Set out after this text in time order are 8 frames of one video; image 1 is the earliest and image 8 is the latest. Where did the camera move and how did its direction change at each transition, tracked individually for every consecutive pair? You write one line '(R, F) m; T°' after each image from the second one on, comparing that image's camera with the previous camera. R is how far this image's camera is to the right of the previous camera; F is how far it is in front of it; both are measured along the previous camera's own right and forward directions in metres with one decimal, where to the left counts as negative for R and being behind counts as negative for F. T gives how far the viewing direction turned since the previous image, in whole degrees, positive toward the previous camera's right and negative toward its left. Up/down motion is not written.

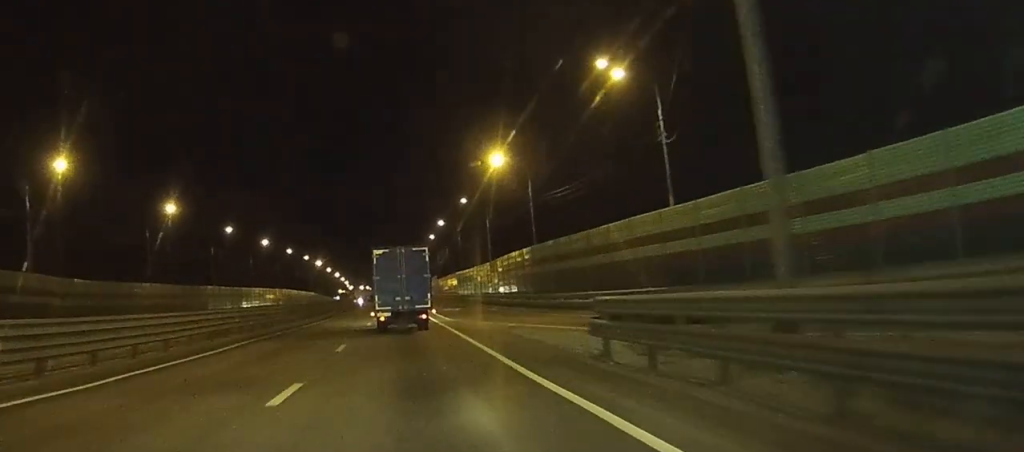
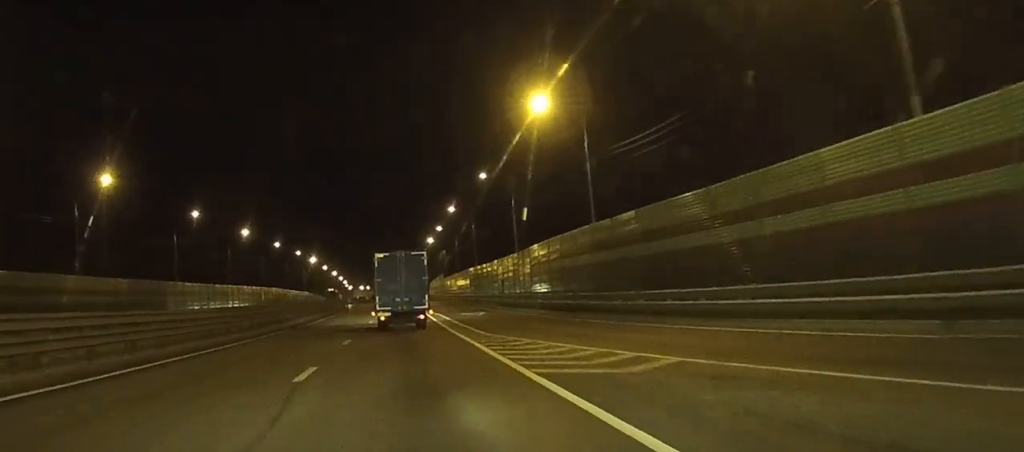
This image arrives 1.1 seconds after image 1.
(0.0, +21.1) m; 0°
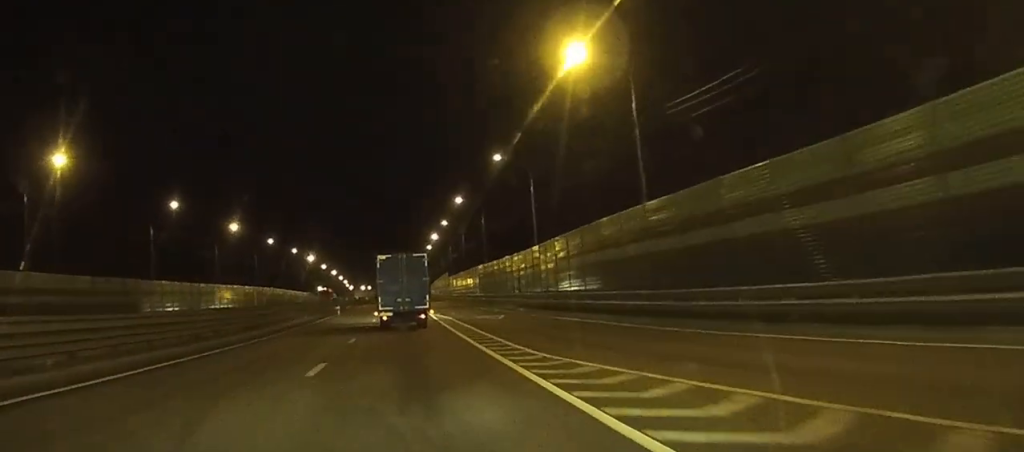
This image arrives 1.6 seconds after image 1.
(0.0, +10.5) m; 0°
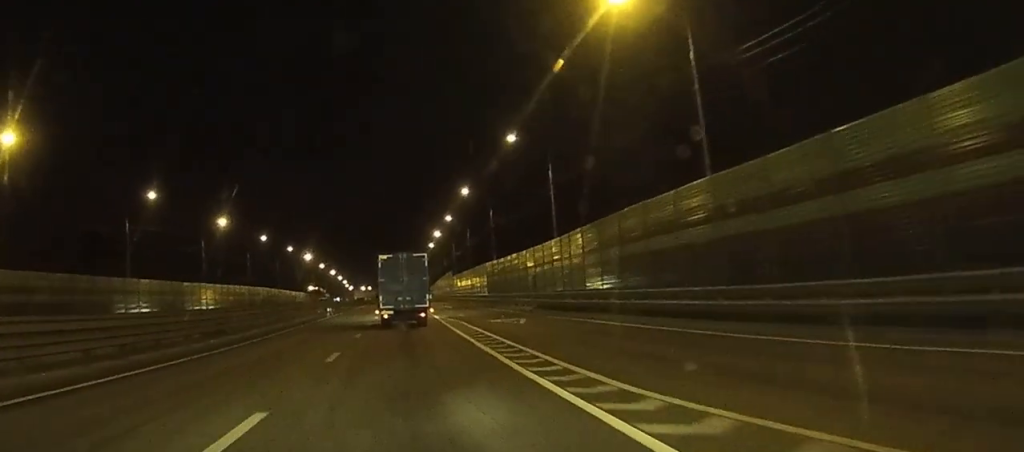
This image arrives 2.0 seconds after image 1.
(0.0, +8.6) m; 0°
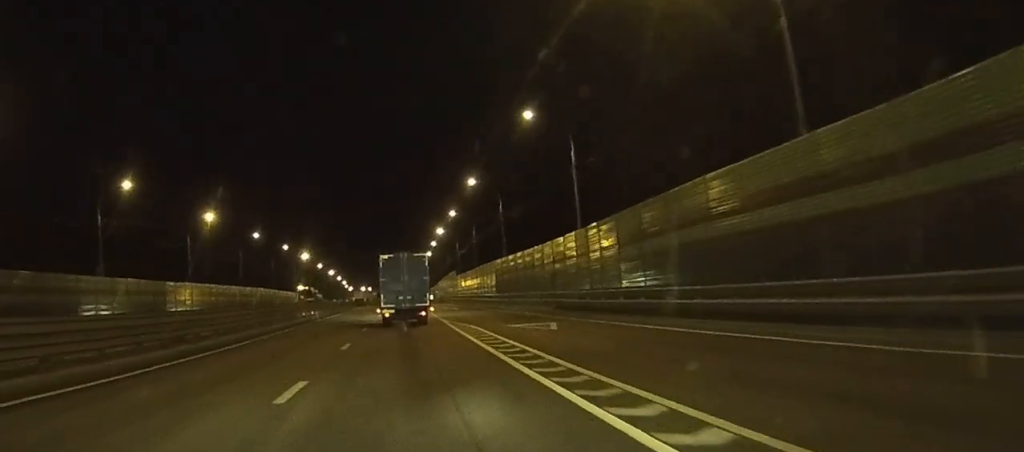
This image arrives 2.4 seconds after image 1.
(0.0, +8.0) m; 0°
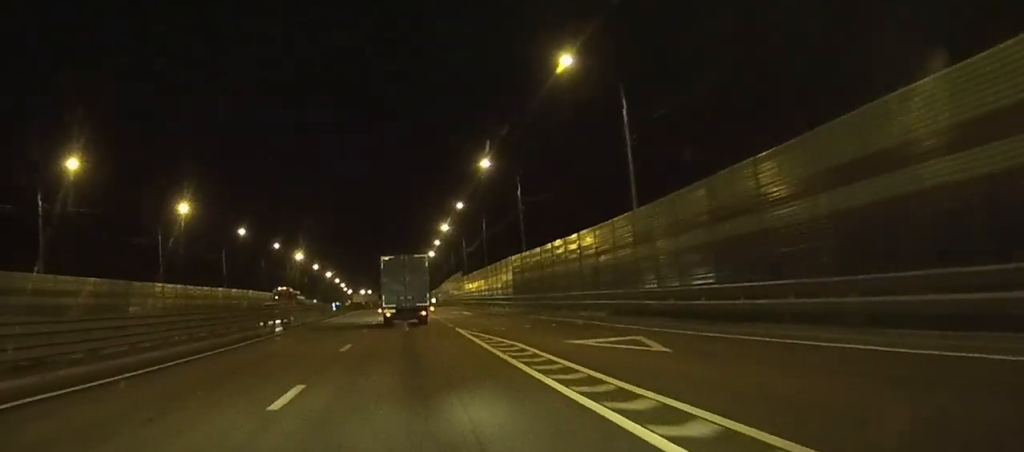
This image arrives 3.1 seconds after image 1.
(0.0, +12.7) m; 0°
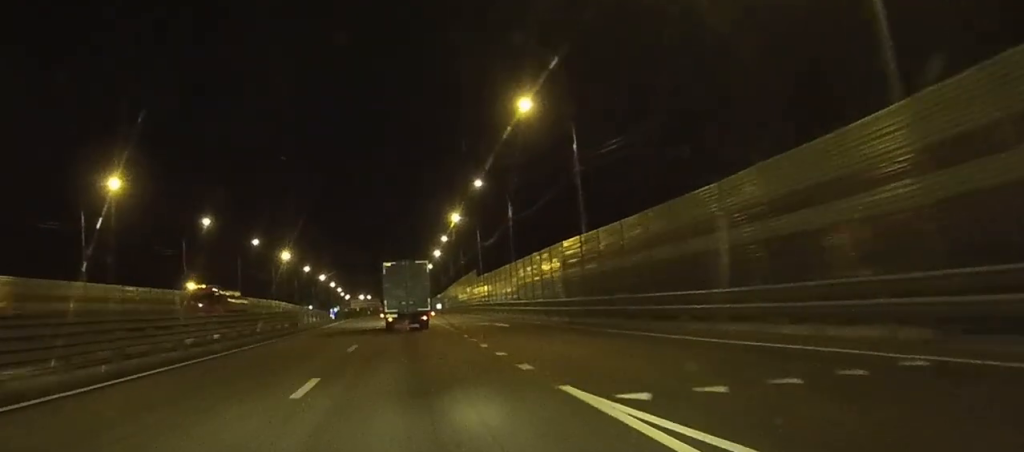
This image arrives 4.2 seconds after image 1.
(0.0, +22.6) m; 0°
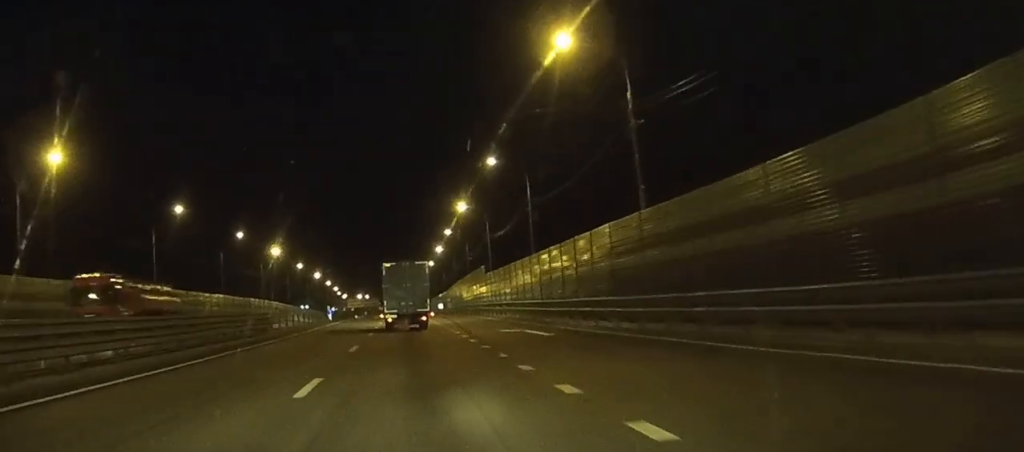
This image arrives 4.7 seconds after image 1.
(0.0, +11.9) m; 0°
